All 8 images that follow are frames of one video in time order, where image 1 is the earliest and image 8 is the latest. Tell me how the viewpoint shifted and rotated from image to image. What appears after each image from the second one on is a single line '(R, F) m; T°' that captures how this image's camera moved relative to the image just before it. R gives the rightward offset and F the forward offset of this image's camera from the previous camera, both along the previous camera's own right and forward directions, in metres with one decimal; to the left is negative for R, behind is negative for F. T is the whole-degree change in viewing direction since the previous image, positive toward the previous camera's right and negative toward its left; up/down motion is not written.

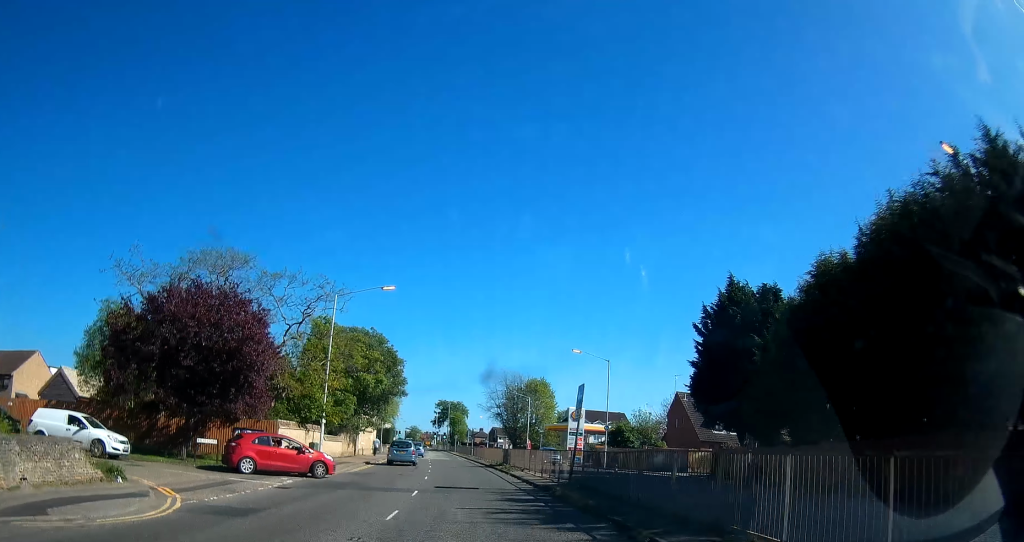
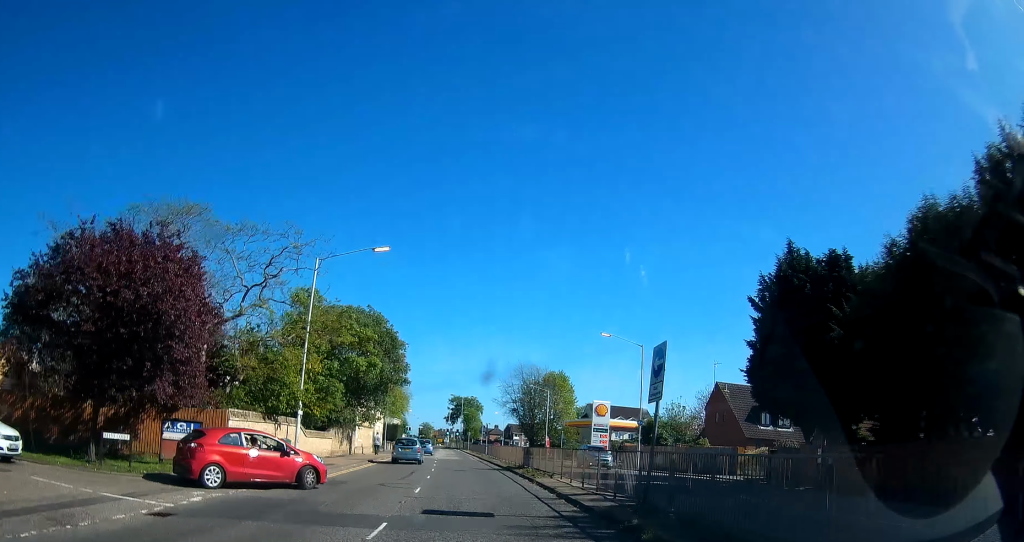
(0.0, +7.1) m; 0°
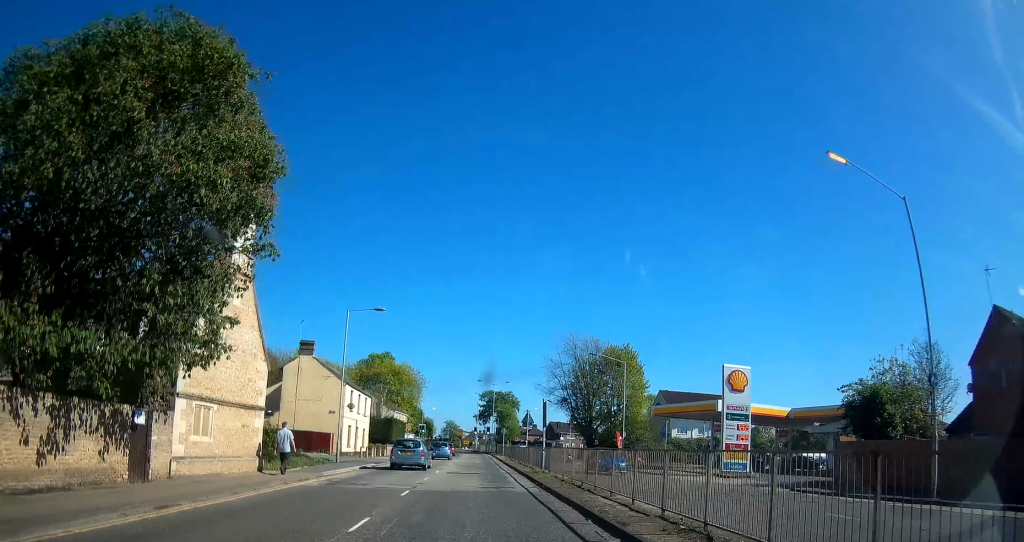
(-2.4, +33.3) m; -9°
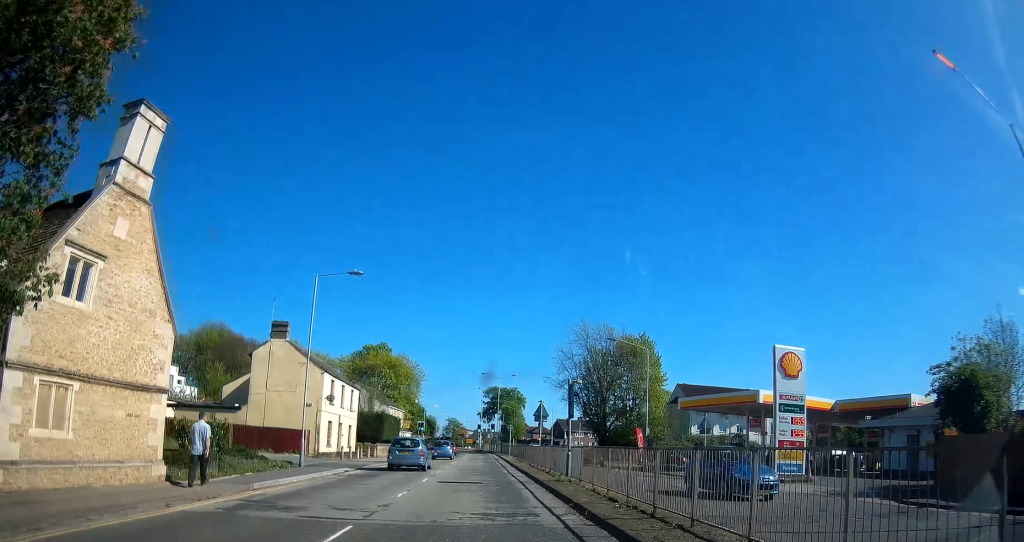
(-0.1, +7.4) m; 0°
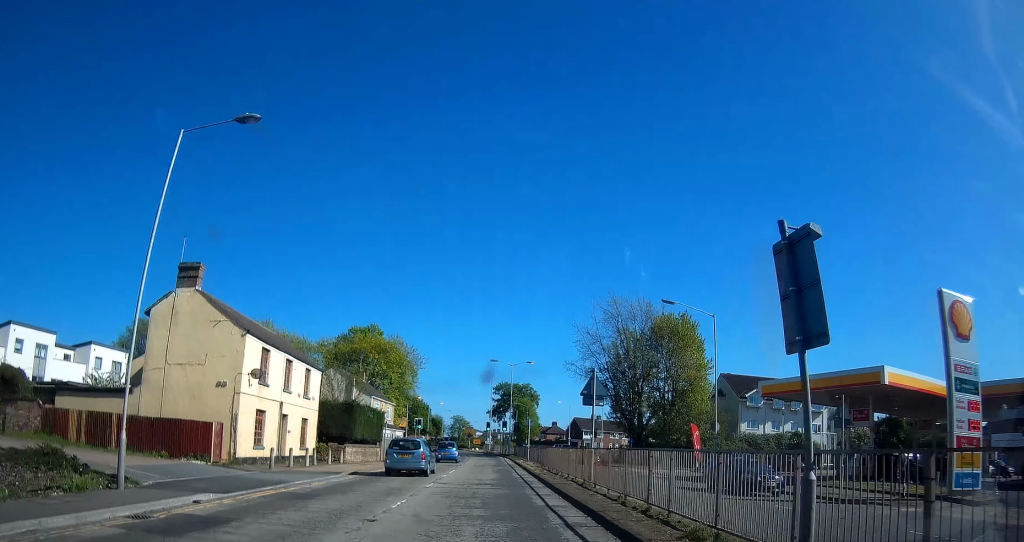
(-0.1, +14.6) m; 0°
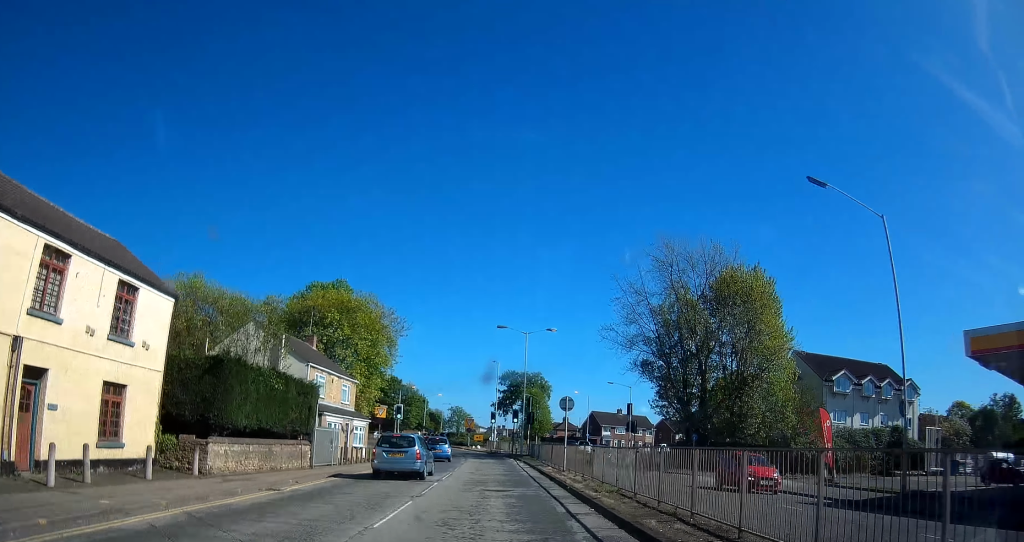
(0.0, +19.0) m; -1°
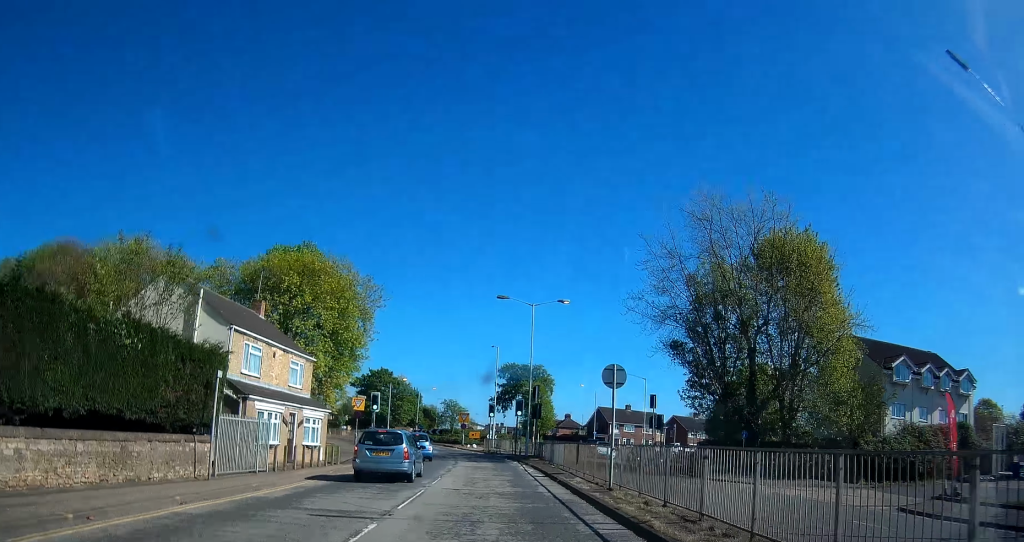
(-0.1, +9.6) m; -1°
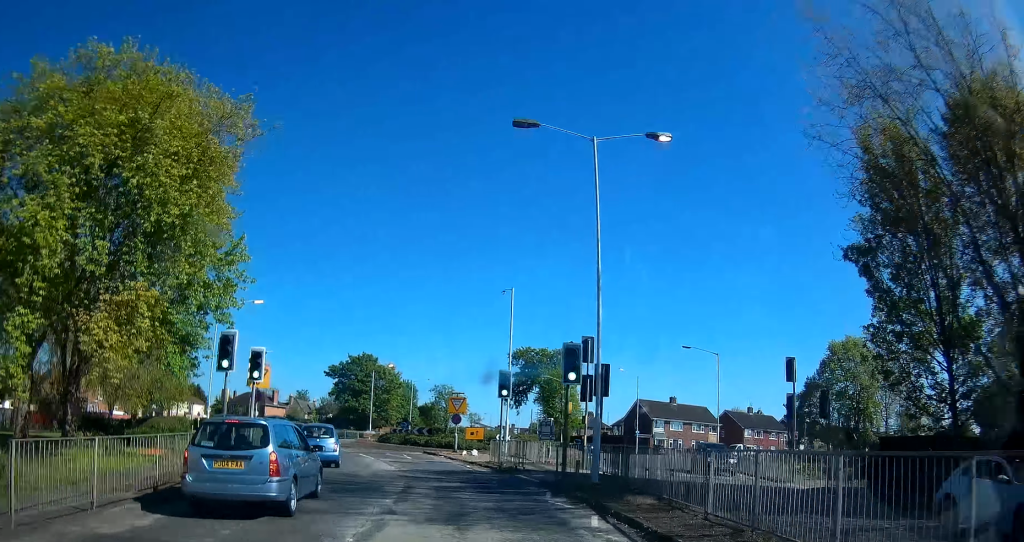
(-0.1, +24.7) m; +1°
